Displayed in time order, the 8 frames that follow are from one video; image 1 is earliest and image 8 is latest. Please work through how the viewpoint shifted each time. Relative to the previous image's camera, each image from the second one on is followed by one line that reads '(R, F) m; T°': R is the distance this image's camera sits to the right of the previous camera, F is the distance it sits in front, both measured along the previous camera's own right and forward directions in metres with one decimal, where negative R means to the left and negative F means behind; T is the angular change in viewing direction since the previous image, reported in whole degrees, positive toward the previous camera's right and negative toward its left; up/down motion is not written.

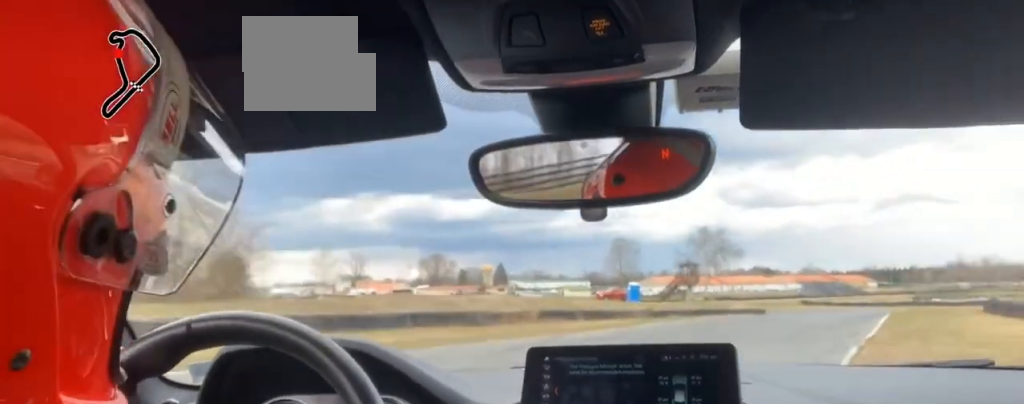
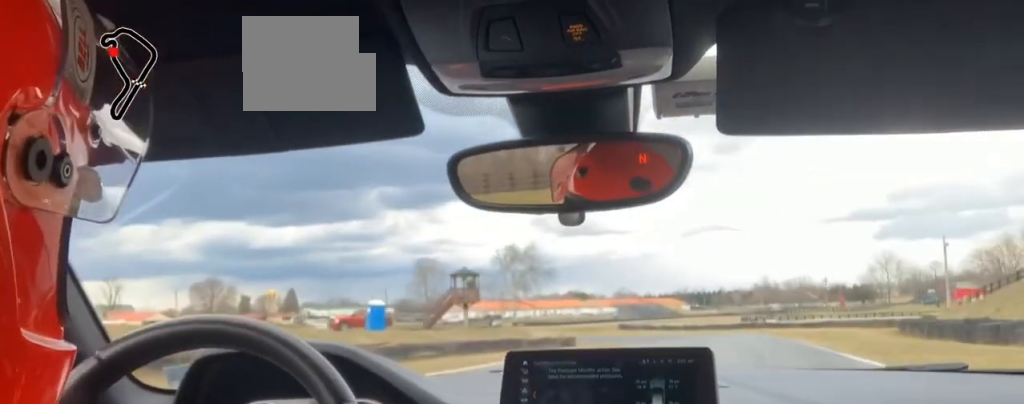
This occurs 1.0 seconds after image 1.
(+4.1, +35.2) m; +7°
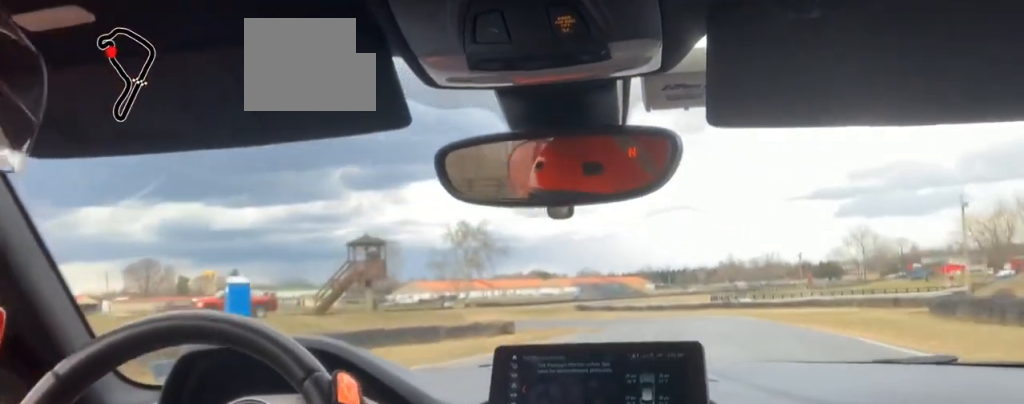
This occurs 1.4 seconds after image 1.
(0.0, +15.4) m; 0°
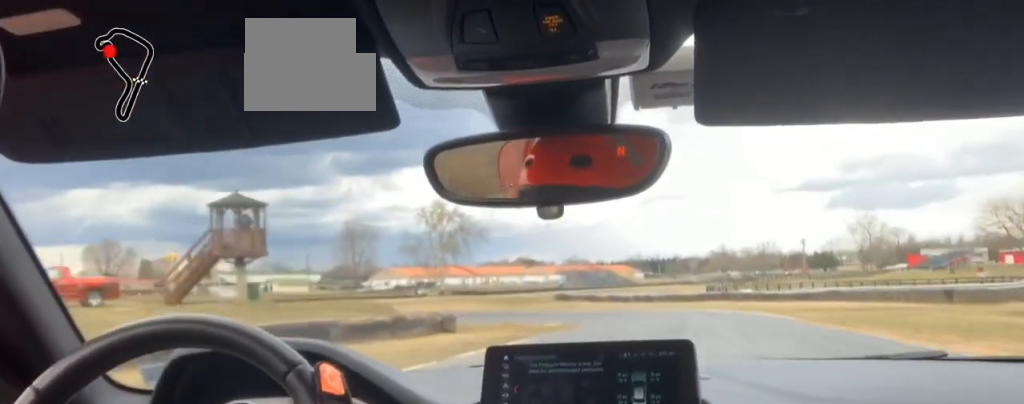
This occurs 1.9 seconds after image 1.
(0.0, +16.0) m; 0°
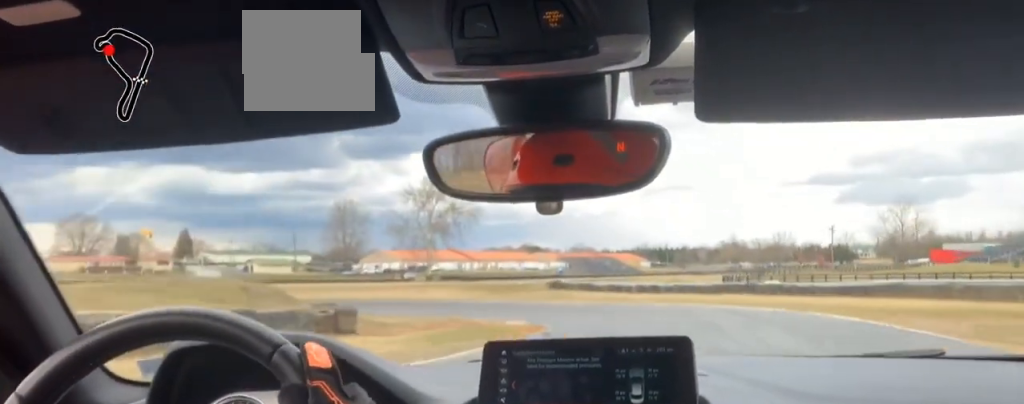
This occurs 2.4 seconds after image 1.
(0.0, +18.6) m; 0°
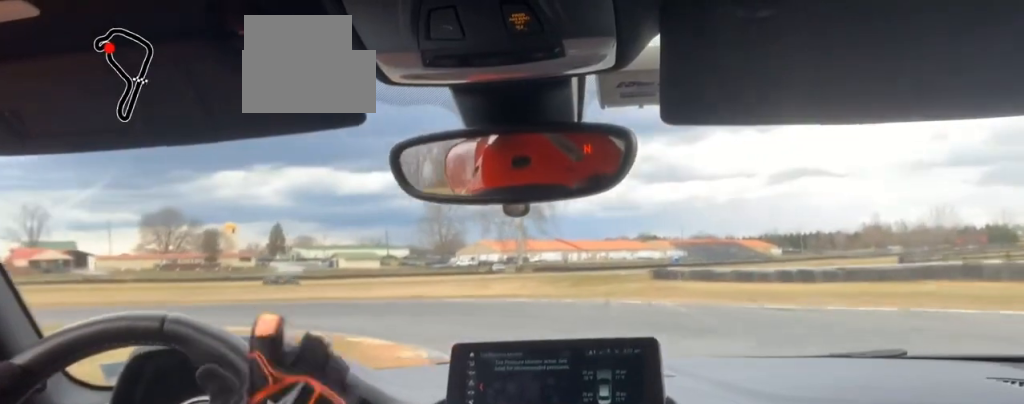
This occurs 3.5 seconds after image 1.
(0.0, +31.9) m; -4°
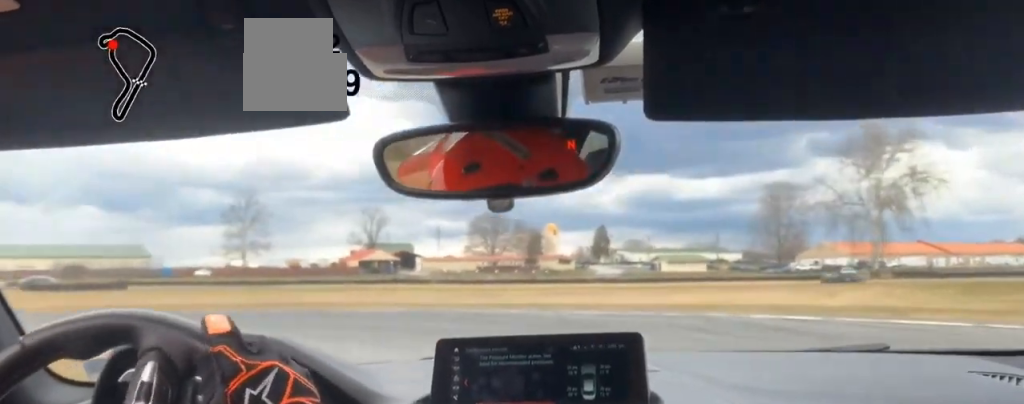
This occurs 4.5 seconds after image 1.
(-1.9, +23.7) m; -34°
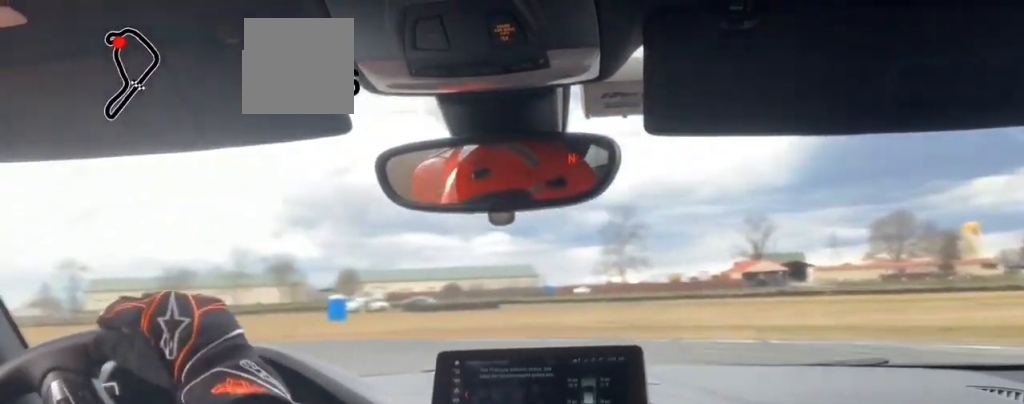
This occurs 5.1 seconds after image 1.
(-5.2, +10.3) m; -28°
